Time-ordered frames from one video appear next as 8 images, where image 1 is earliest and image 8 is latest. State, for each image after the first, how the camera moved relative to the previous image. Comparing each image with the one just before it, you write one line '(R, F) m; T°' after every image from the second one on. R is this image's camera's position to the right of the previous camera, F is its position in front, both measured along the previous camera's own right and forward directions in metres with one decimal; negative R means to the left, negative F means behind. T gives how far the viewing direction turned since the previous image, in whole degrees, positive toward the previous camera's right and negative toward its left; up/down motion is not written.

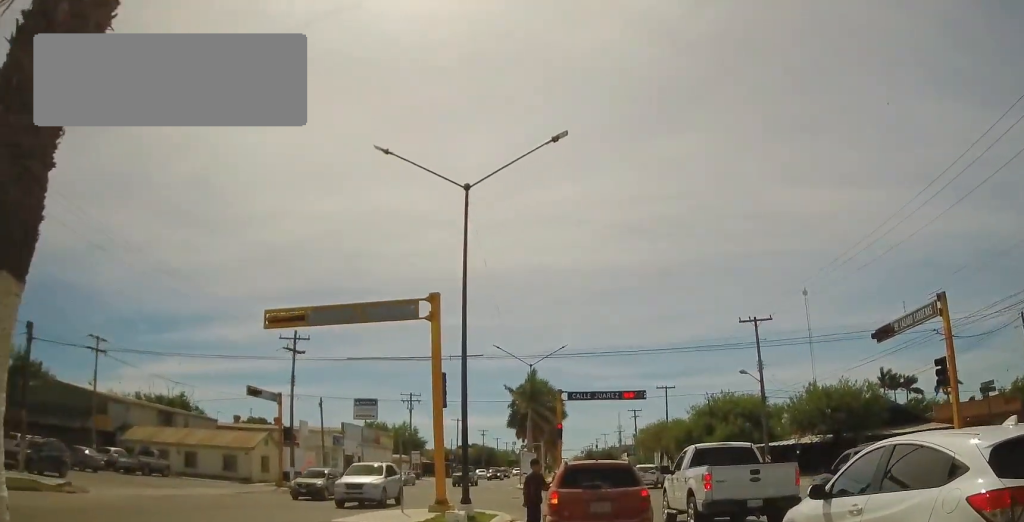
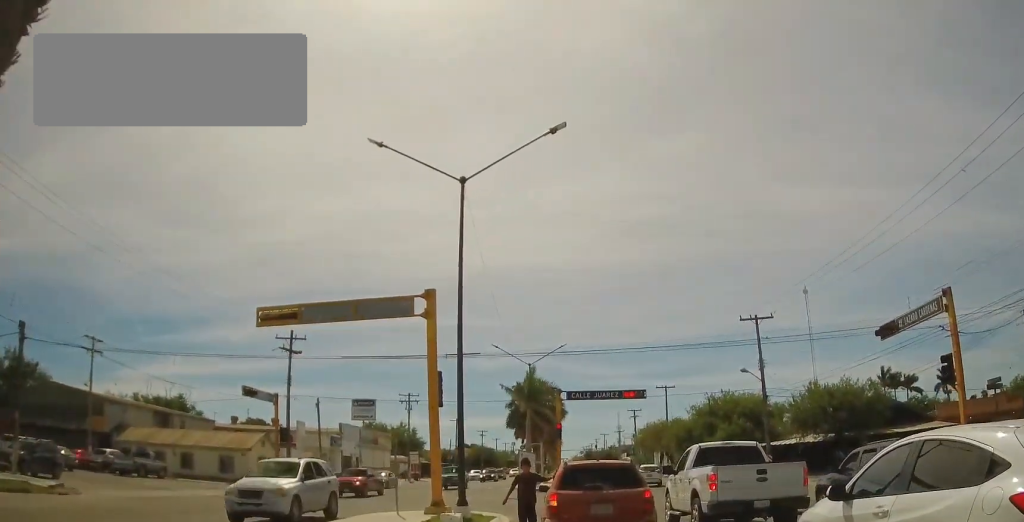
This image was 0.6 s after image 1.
(0.0, +0.6) m; 0°
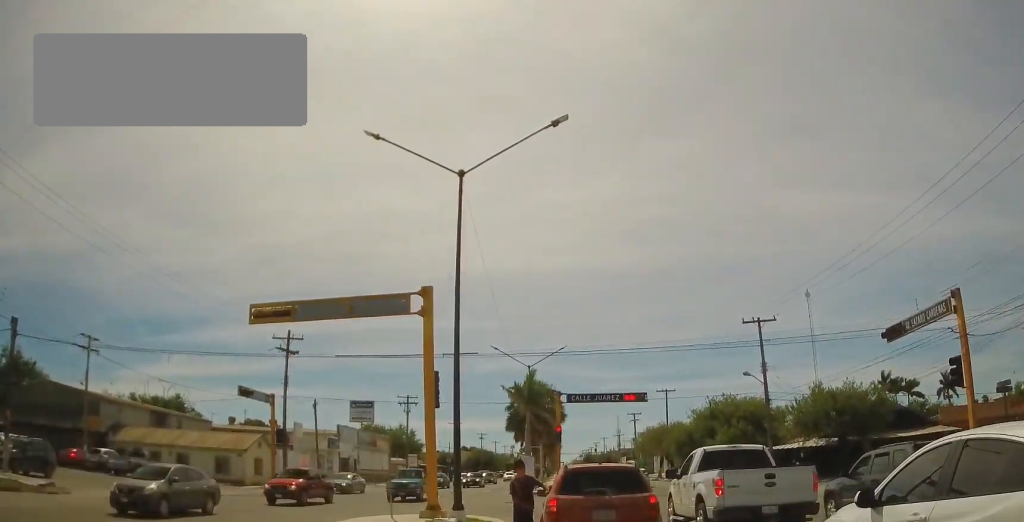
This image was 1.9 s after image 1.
(-0.1, +0.5) m; 0°
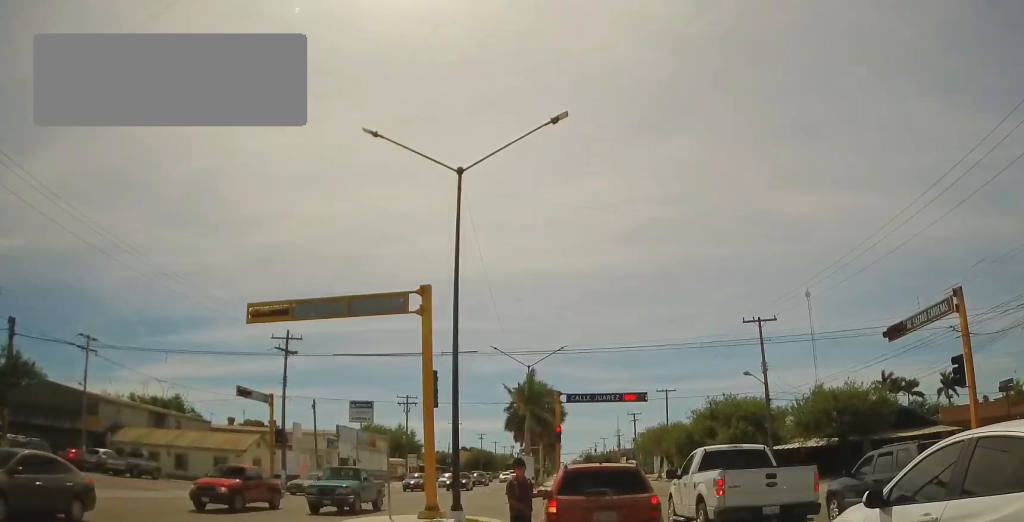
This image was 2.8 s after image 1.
(0.0, 0.0) m; 0°
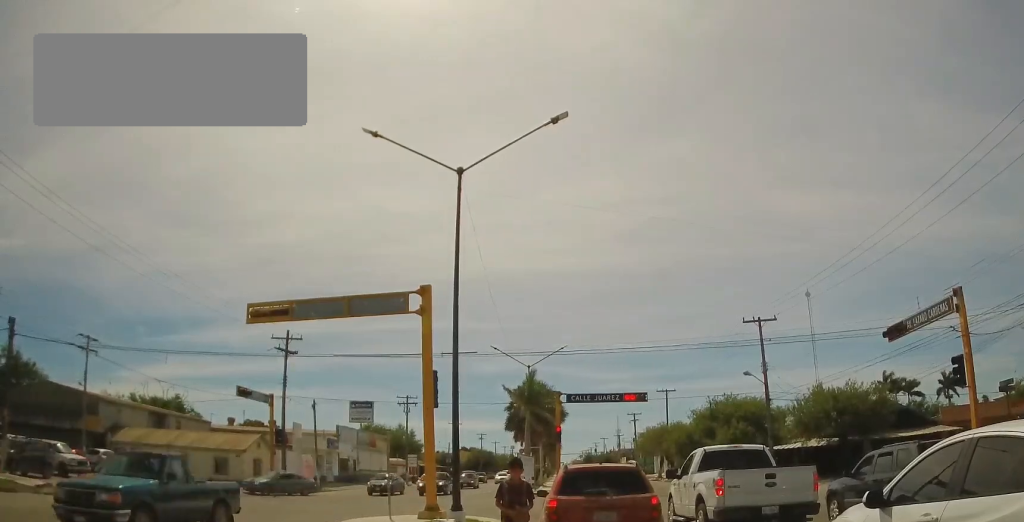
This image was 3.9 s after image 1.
(0.0, 0.0) m; 0°
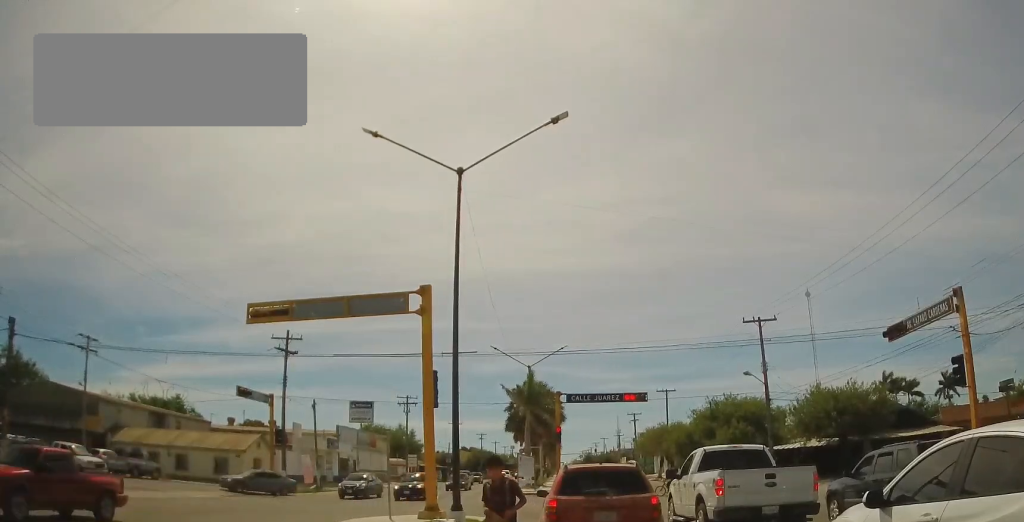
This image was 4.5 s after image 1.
(0.0, 0.0) m; 0°
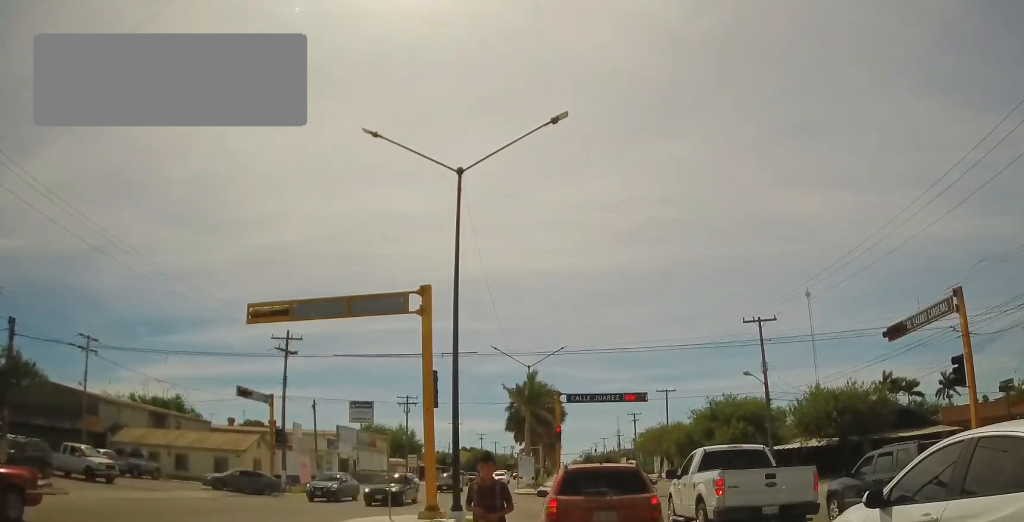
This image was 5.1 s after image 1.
(0.0, 0.0) m; 0°
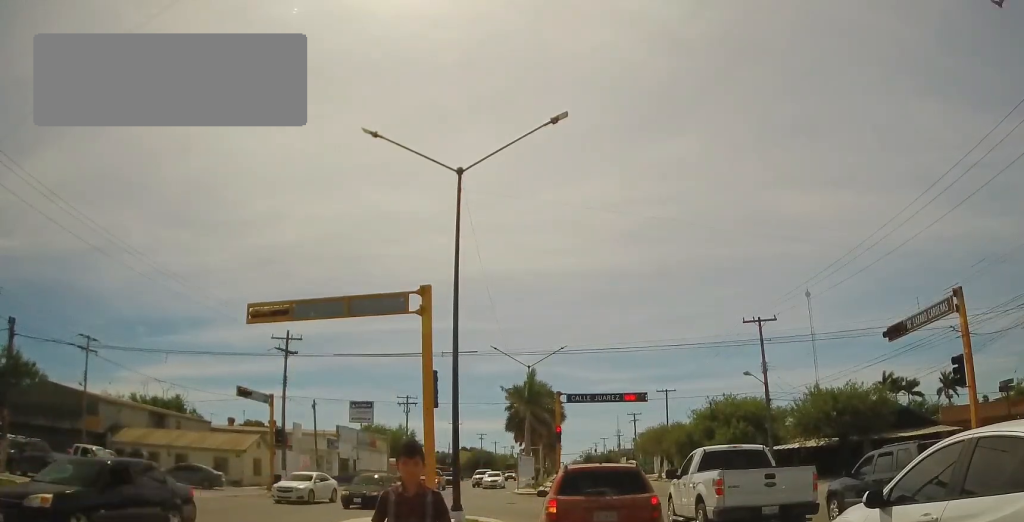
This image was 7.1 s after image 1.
(0.0, 0.0) m; 0°
